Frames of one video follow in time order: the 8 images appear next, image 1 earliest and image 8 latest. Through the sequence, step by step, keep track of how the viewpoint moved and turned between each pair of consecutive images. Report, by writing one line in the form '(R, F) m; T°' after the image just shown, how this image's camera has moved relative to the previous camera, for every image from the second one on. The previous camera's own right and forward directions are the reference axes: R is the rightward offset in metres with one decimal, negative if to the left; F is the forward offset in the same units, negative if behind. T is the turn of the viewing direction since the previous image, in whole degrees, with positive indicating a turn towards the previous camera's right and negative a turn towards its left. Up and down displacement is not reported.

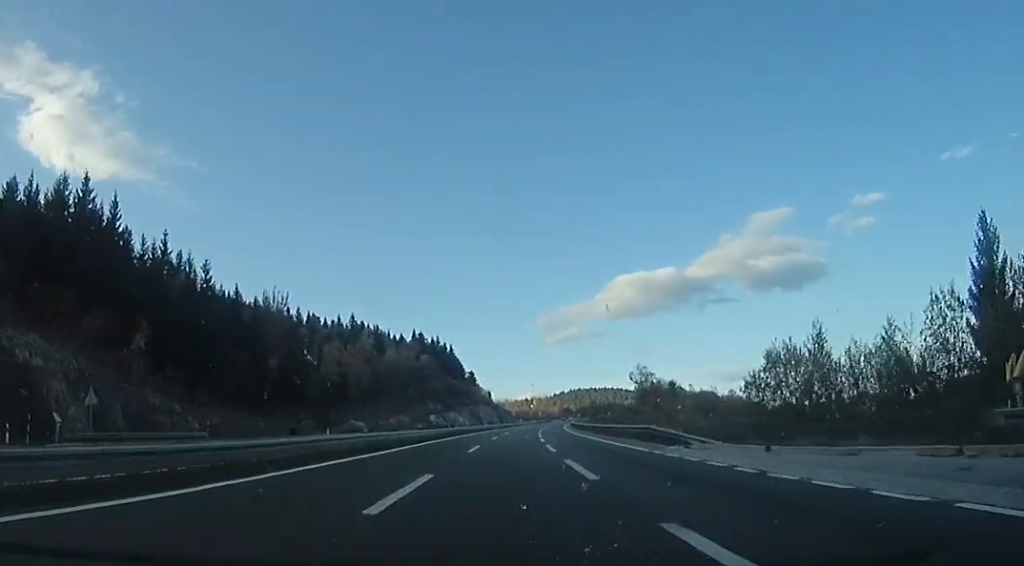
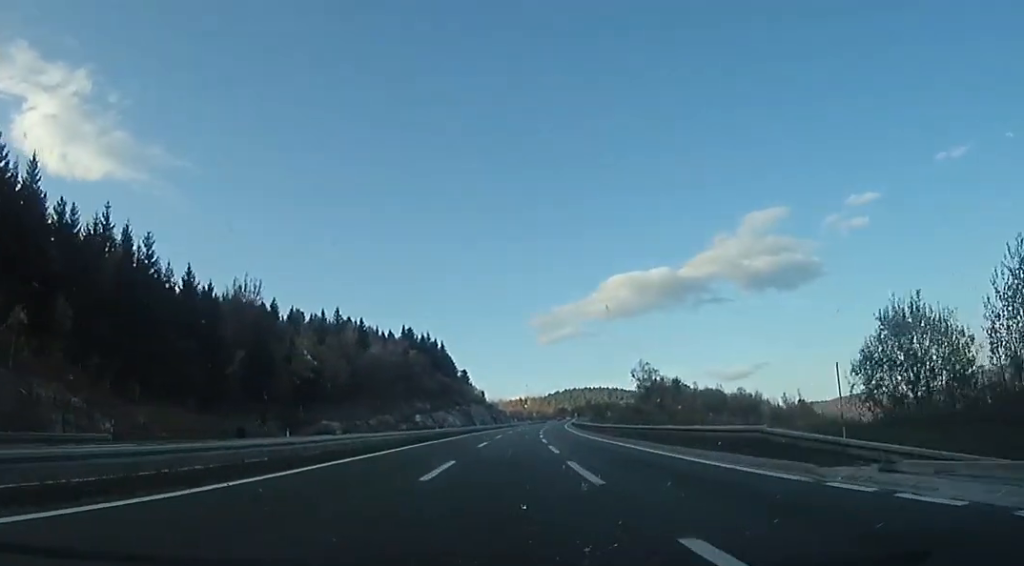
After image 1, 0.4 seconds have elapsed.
(-0.1, +12.9) m; +1°
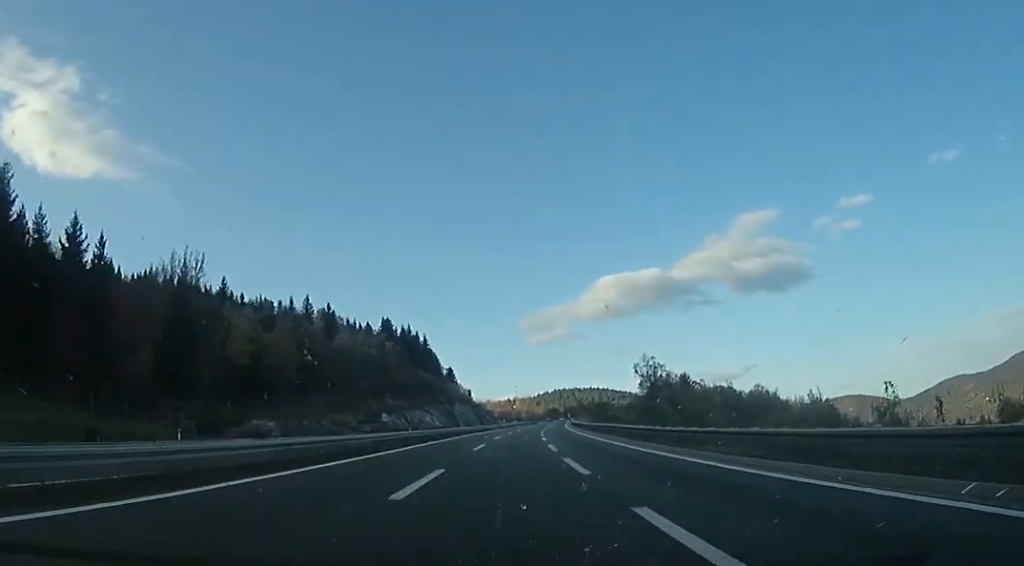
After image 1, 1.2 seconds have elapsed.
(+0.7, +21.4) m; +1°
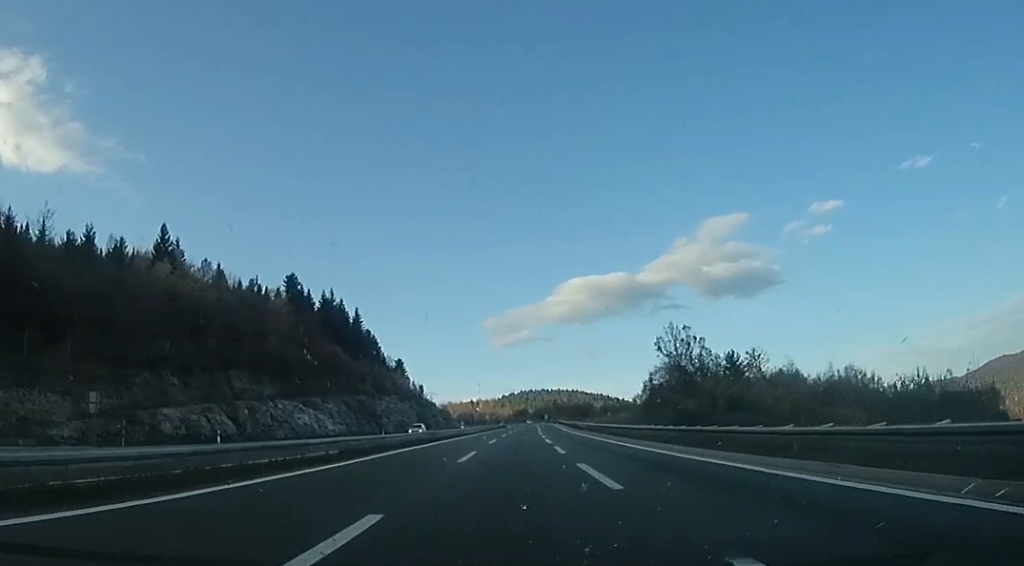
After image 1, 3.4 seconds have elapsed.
(+0.5, +61.9) m; +1°
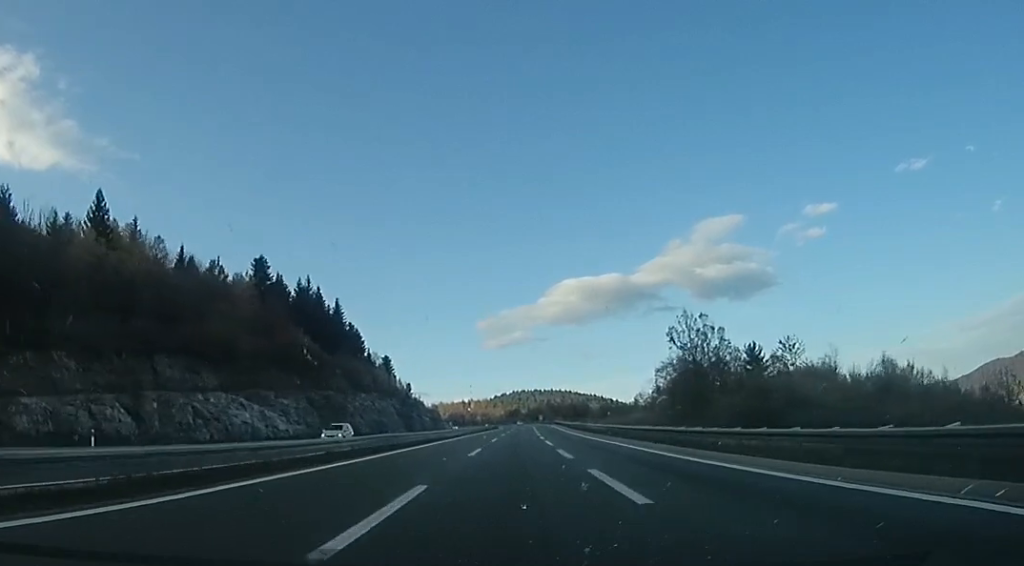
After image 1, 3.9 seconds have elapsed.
(0.0, +14.3) m; +1°
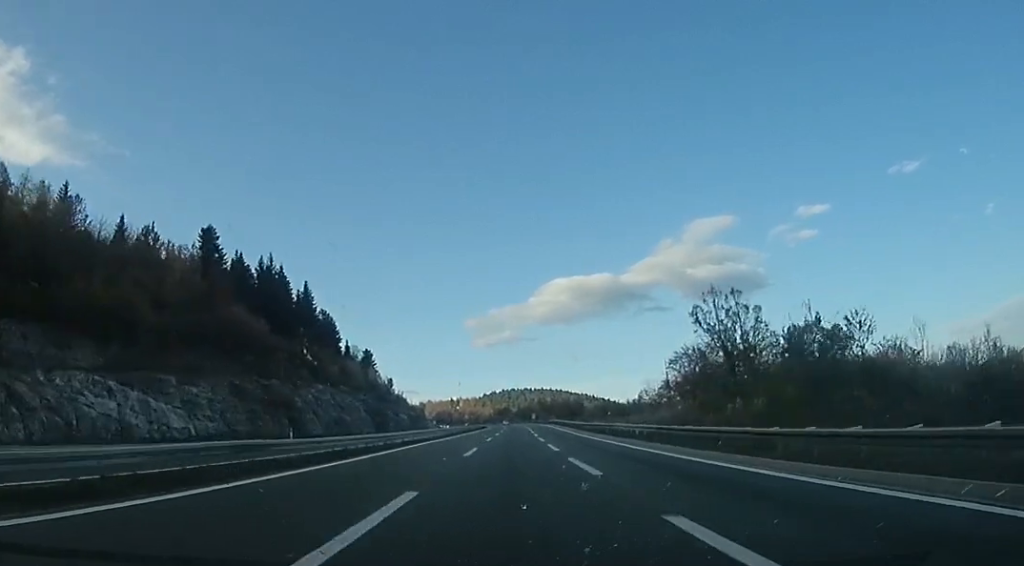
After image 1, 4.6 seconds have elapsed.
(-0.2, +19.1) m; +1°
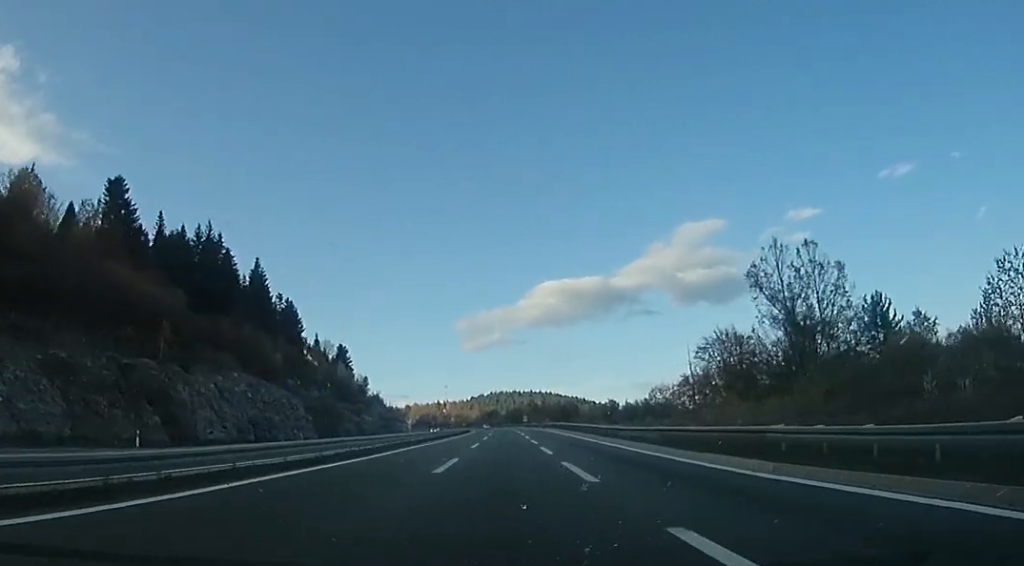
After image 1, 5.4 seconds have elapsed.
(+0.9, +24.9) m; +2°
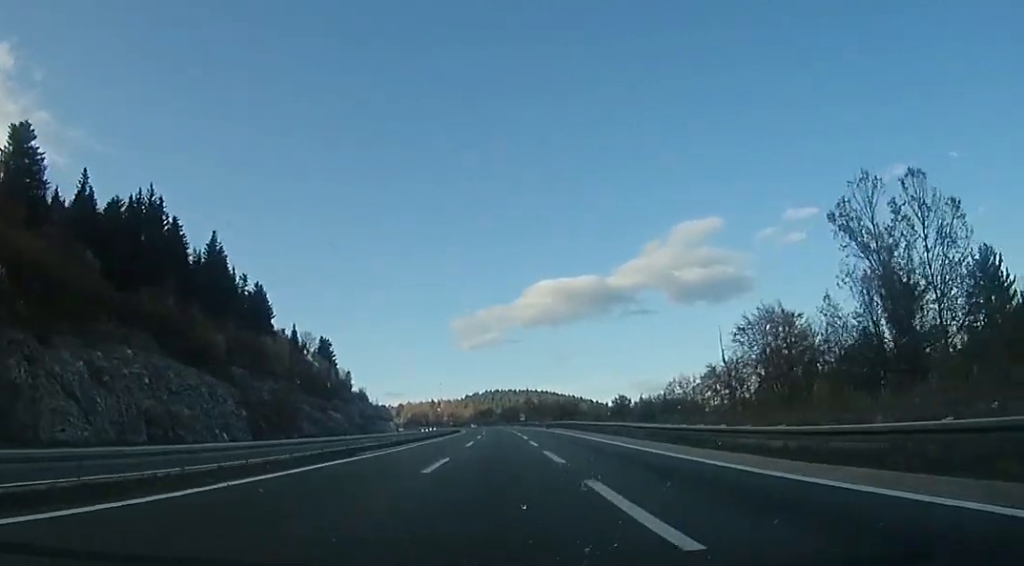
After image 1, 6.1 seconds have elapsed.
(+0.1, +18.6) m; 0°
